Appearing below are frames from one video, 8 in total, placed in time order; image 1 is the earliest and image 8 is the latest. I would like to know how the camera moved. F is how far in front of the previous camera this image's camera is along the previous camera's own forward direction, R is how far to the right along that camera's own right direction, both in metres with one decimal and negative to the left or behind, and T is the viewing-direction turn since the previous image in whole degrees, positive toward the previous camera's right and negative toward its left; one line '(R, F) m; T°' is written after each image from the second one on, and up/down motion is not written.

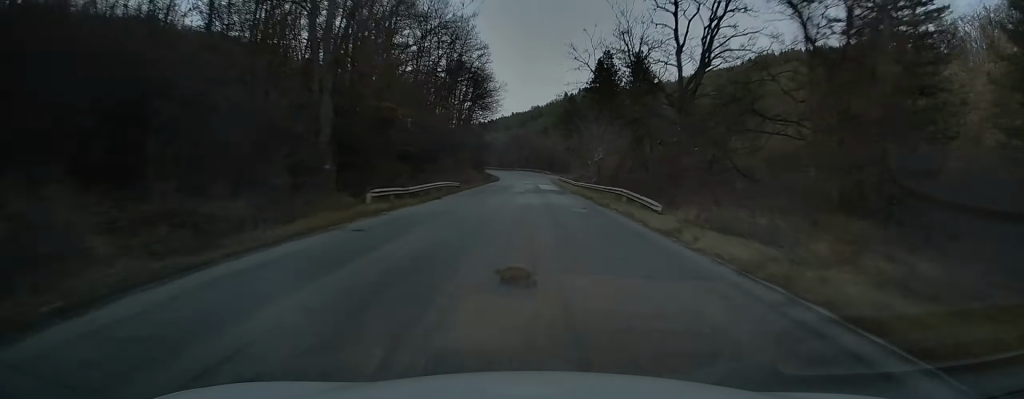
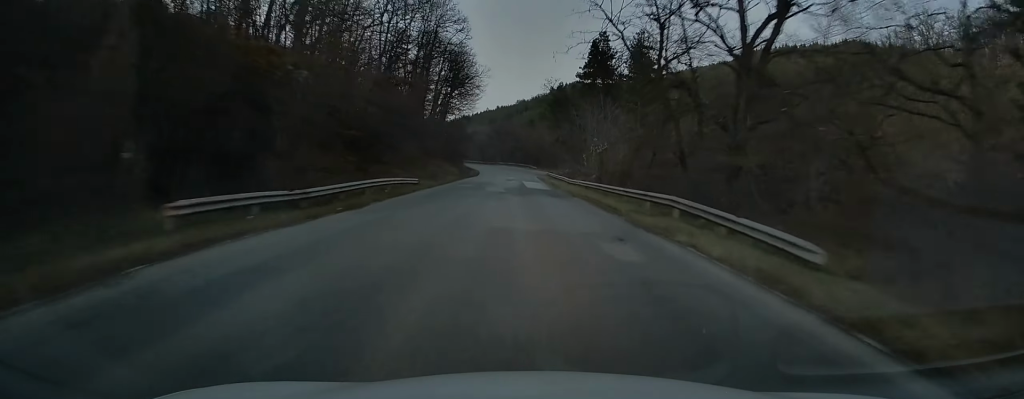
(+0.1, +12.5) m; 0°
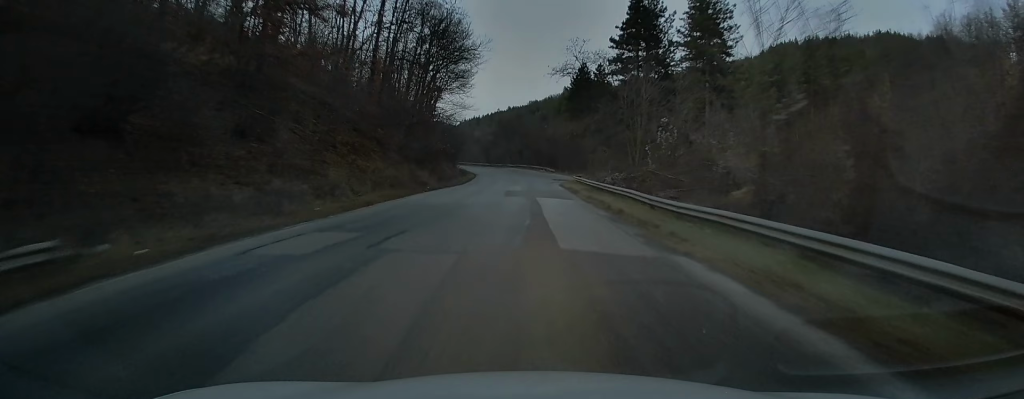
(+0.1, +30.1) m; 0°
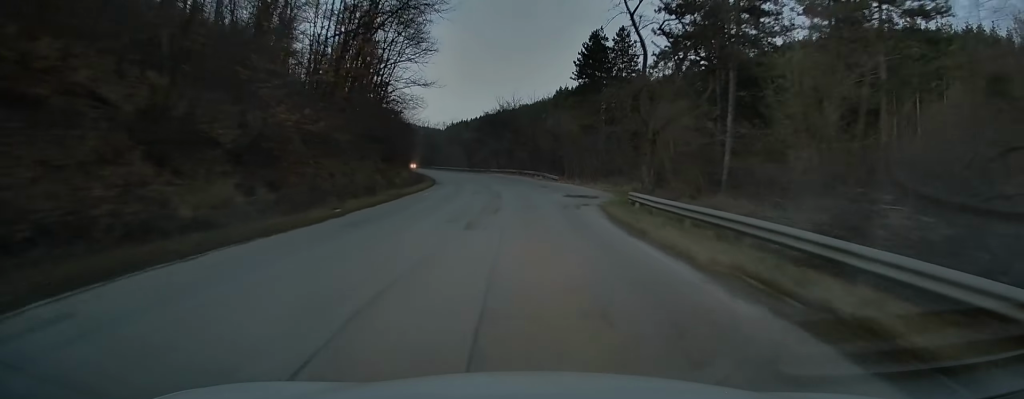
(0.0, +33.4) m; 0°
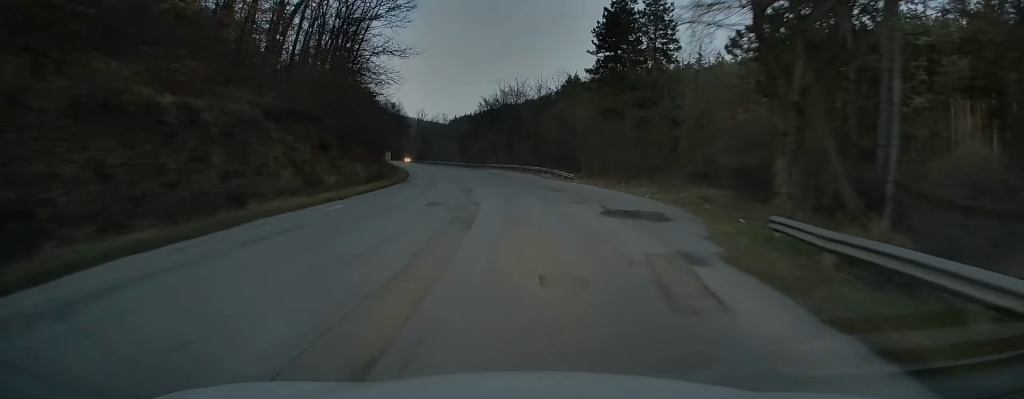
(0.0, +17.2) m; -1°
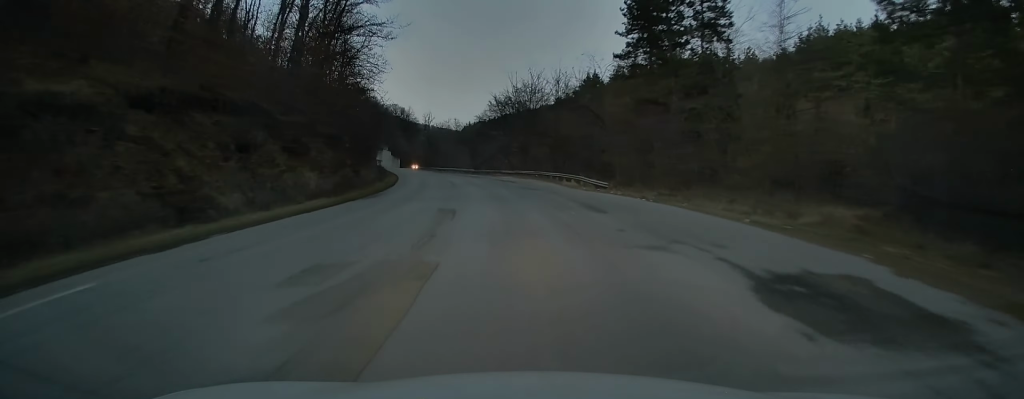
(-0.2, +12.2) m; -2°
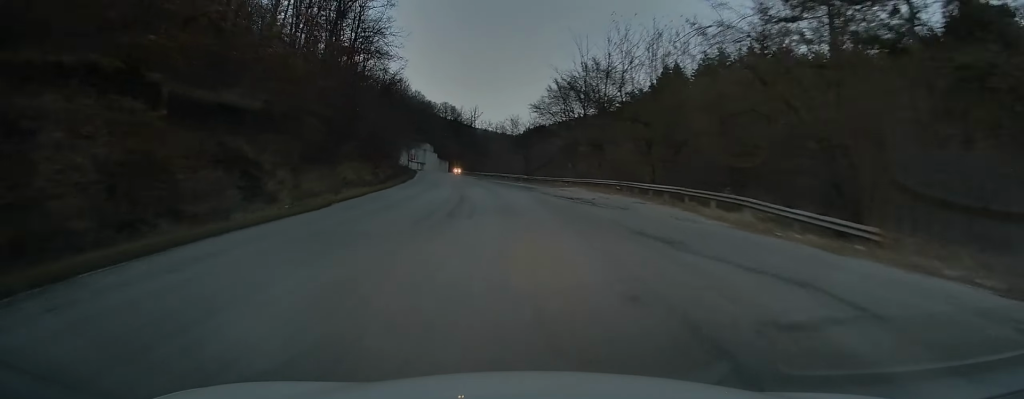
(-1.0, +25.4) m; -5°
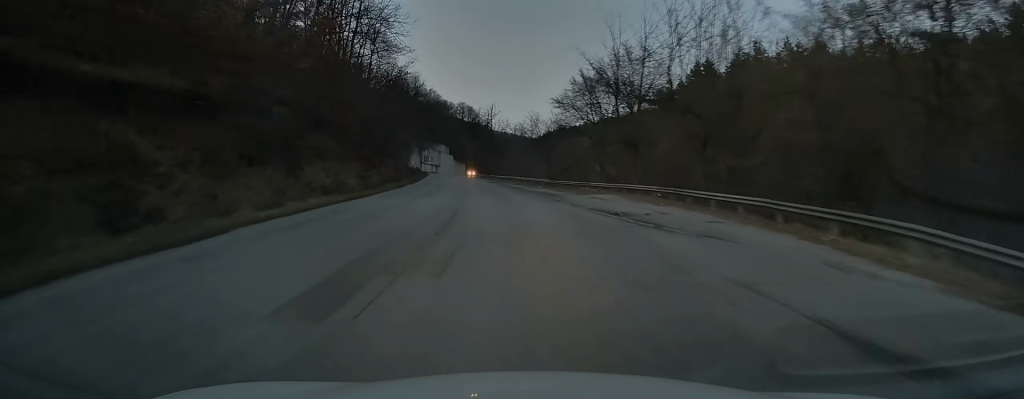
(-0.2, +8.6) m; -2°
